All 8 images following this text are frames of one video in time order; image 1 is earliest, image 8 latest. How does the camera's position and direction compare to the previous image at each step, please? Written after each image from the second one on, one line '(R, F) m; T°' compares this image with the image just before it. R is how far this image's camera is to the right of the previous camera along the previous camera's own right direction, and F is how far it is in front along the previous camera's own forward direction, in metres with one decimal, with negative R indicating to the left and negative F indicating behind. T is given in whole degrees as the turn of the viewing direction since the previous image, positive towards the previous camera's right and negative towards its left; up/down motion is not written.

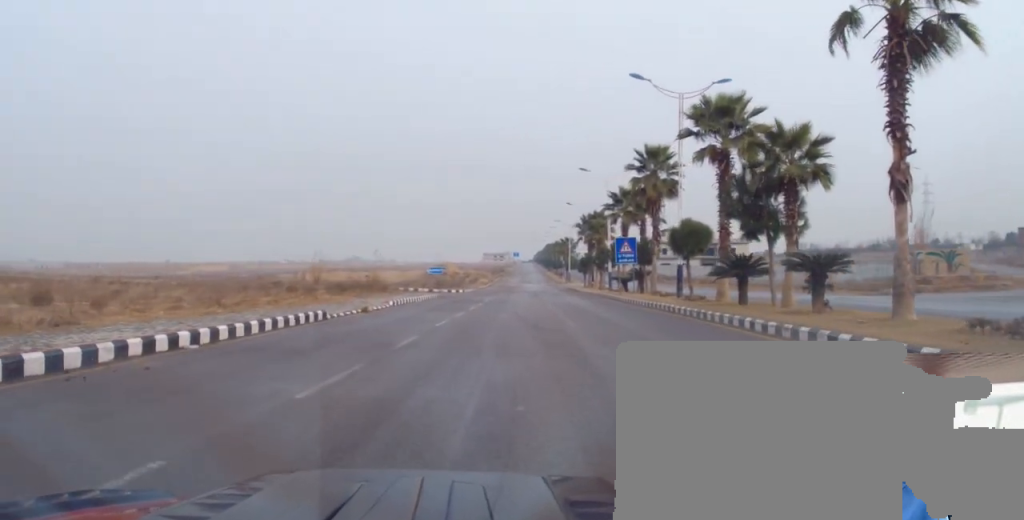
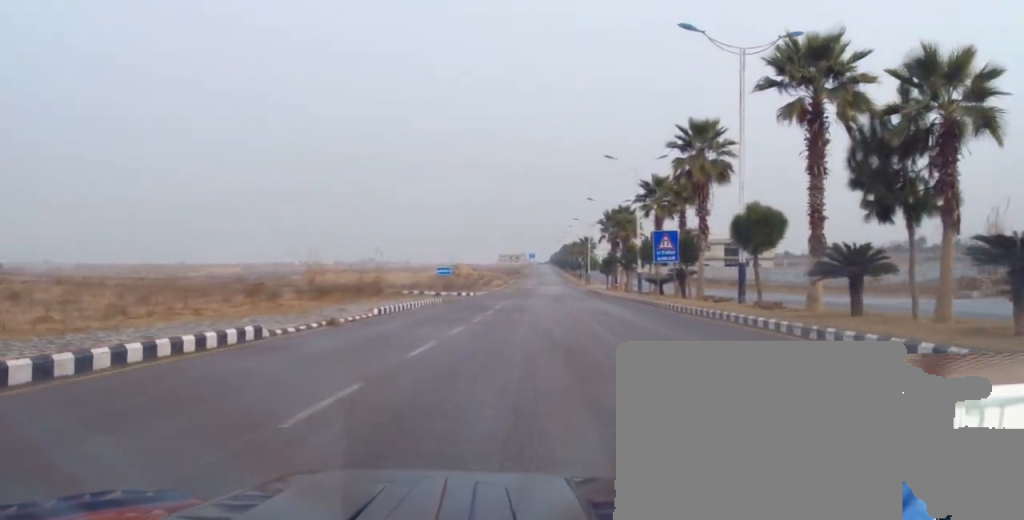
(0.0, +7.1) m; +3°
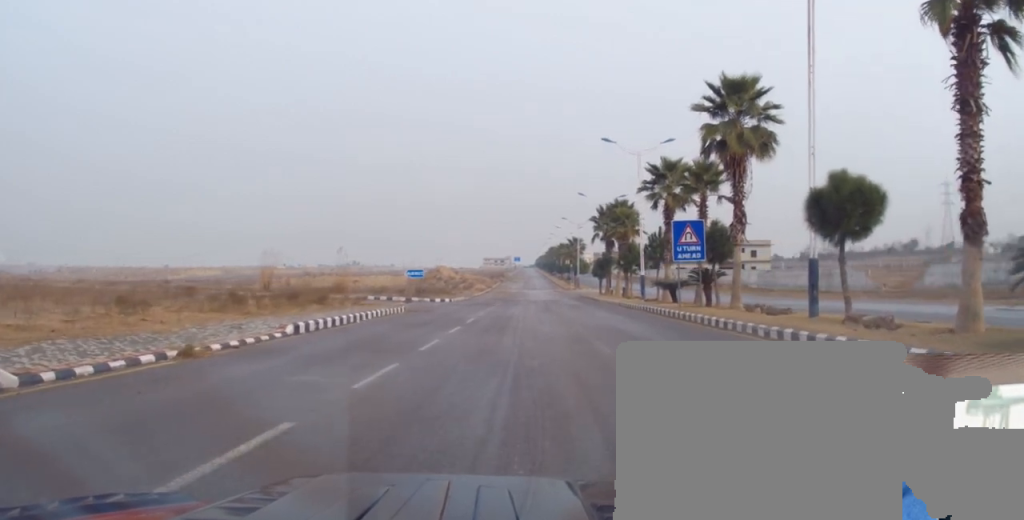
(+0.4, +8.3) m; +3°
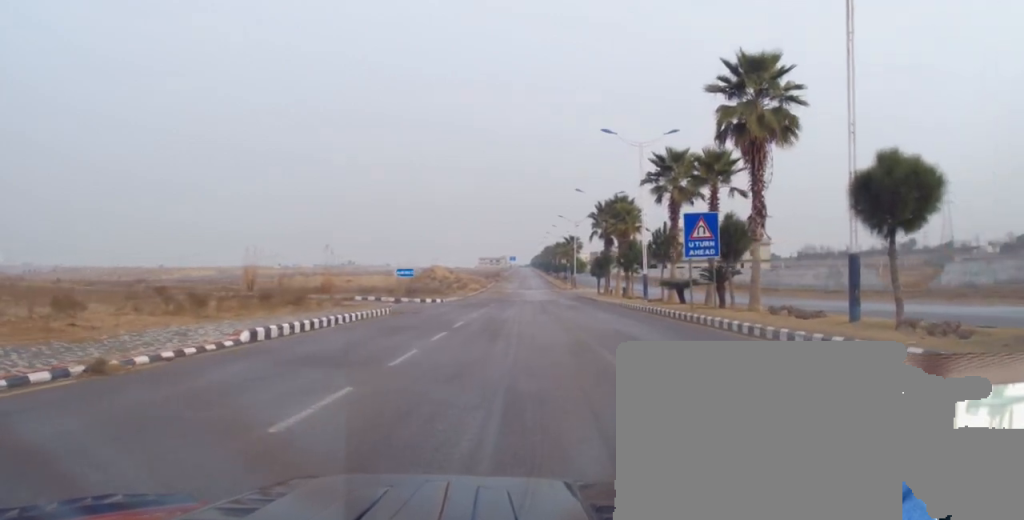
(0.0, +2.7) m; 0°
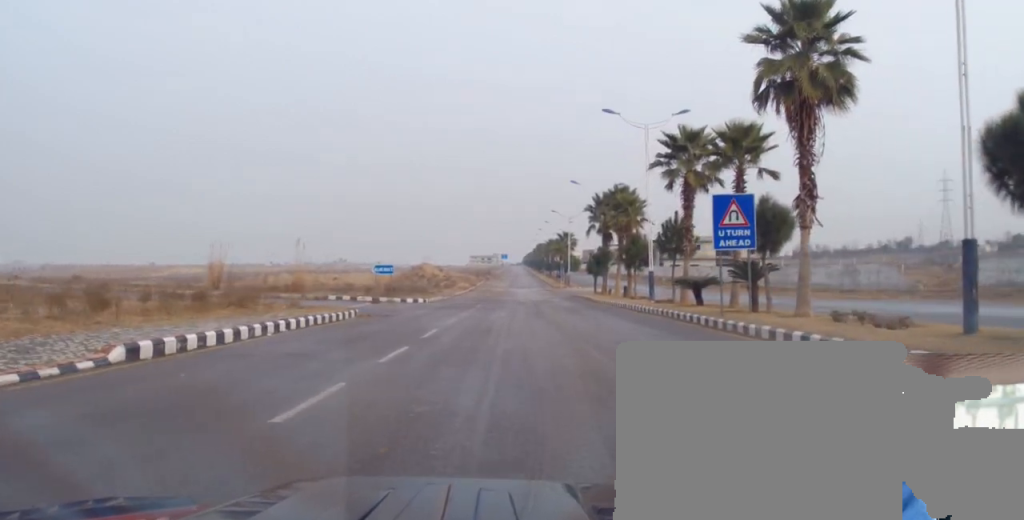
(-0.1, +5.1) m; -1°
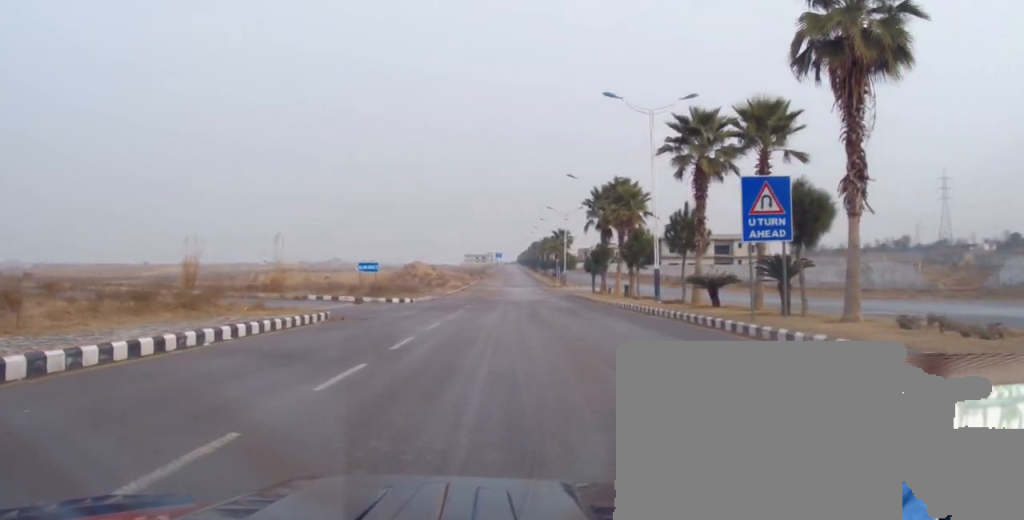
(0.0, +3.5) m; -2°
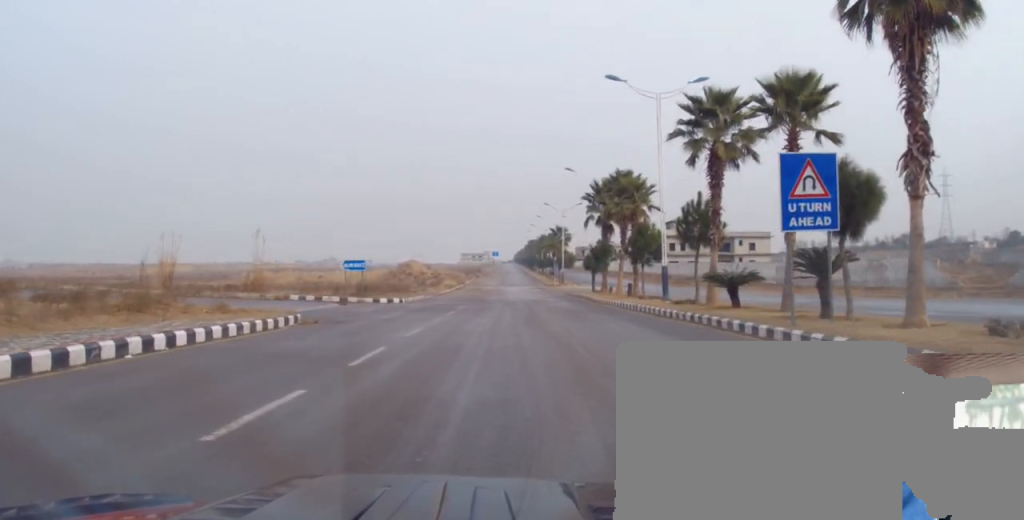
(+0.1, +2.8) m; -2°
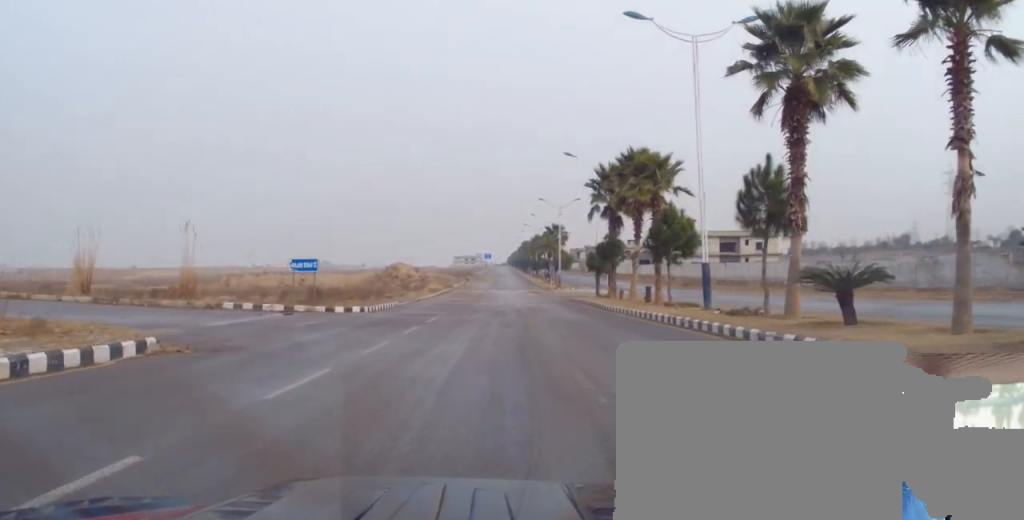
(-0.3, +8.9) m; +3°
